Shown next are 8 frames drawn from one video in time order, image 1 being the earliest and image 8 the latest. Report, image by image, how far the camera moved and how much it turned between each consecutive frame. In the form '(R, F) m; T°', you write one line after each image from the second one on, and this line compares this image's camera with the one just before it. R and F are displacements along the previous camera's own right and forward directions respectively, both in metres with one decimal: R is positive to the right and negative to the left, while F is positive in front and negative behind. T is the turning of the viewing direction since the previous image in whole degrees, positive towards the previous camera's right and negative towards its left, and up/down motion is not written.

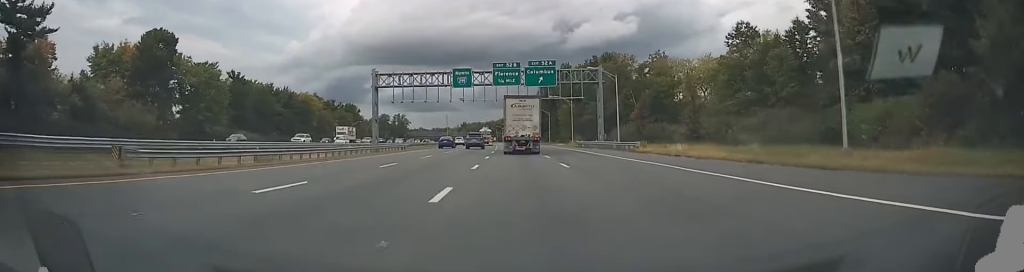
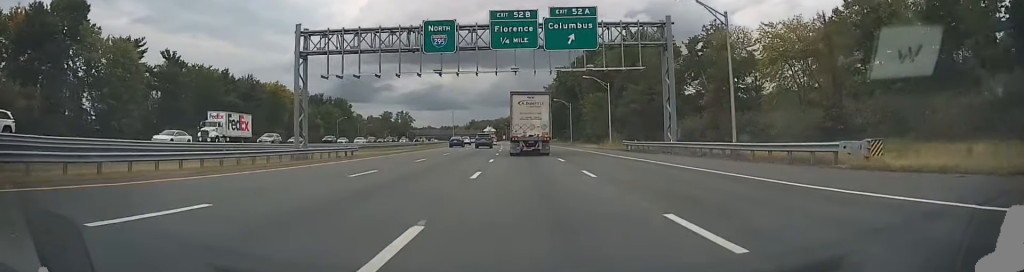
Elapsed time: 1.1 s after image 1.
(-0.3, +32.4) m; -1°
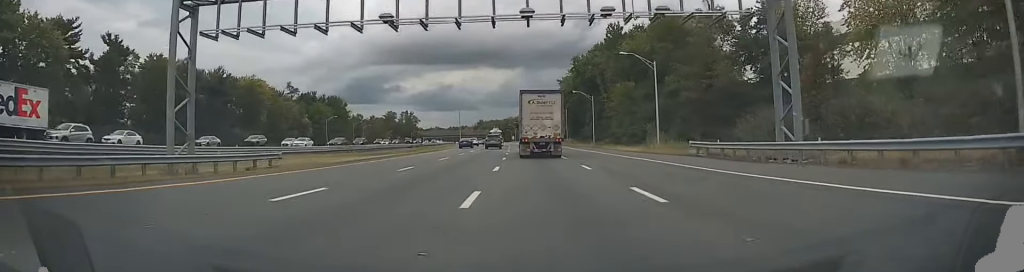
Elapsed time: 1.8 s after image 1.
(0.0, +18.5) m; -1°
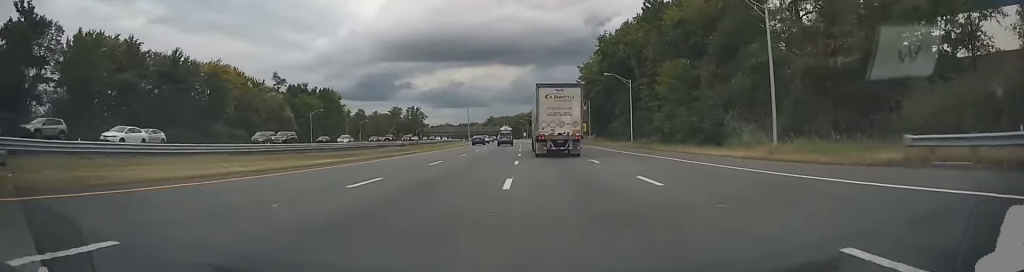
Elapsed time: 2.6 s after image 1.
(-0.2, +18.7) m; -1°
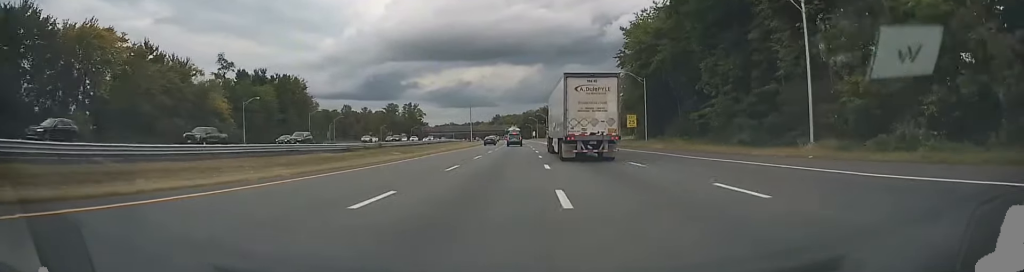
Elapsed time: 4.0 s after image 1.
(-0.4, +34.3) m; -1°
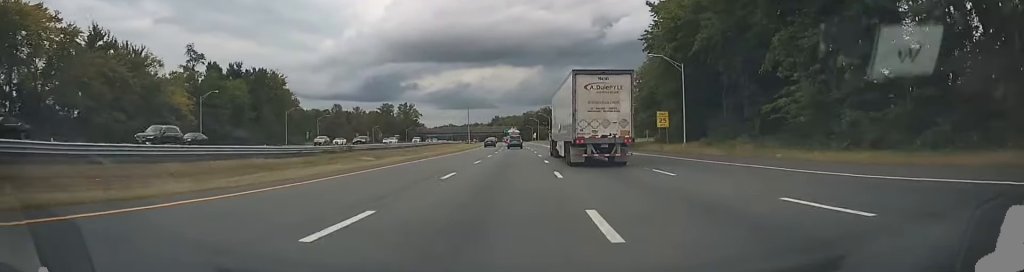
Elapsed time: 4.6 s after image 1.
(0.0, +14.3) m; 0°
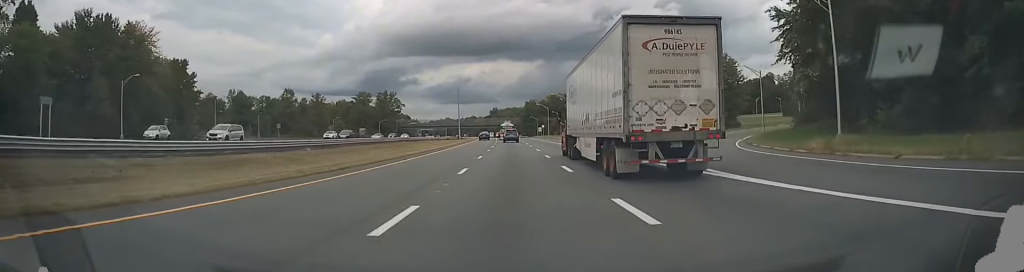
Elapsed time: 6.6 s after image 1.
(-0.4, +60.4) m; 0°
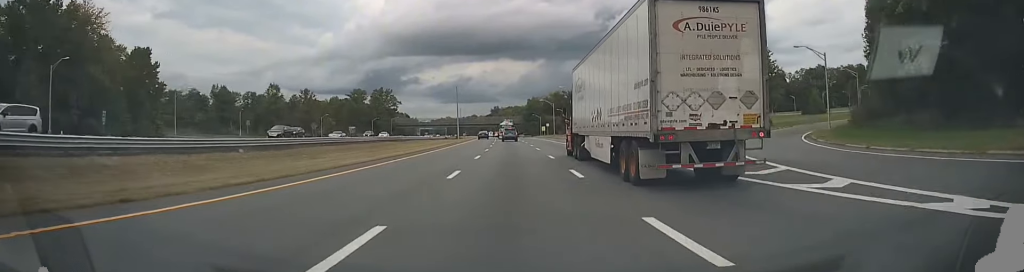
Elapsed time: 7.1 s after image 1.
(0.0, +15.7) m; 0°
